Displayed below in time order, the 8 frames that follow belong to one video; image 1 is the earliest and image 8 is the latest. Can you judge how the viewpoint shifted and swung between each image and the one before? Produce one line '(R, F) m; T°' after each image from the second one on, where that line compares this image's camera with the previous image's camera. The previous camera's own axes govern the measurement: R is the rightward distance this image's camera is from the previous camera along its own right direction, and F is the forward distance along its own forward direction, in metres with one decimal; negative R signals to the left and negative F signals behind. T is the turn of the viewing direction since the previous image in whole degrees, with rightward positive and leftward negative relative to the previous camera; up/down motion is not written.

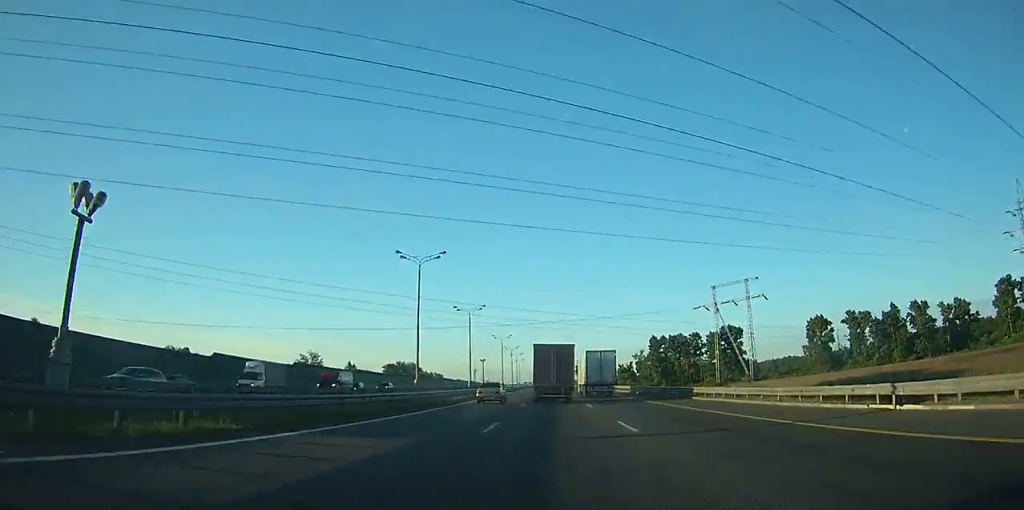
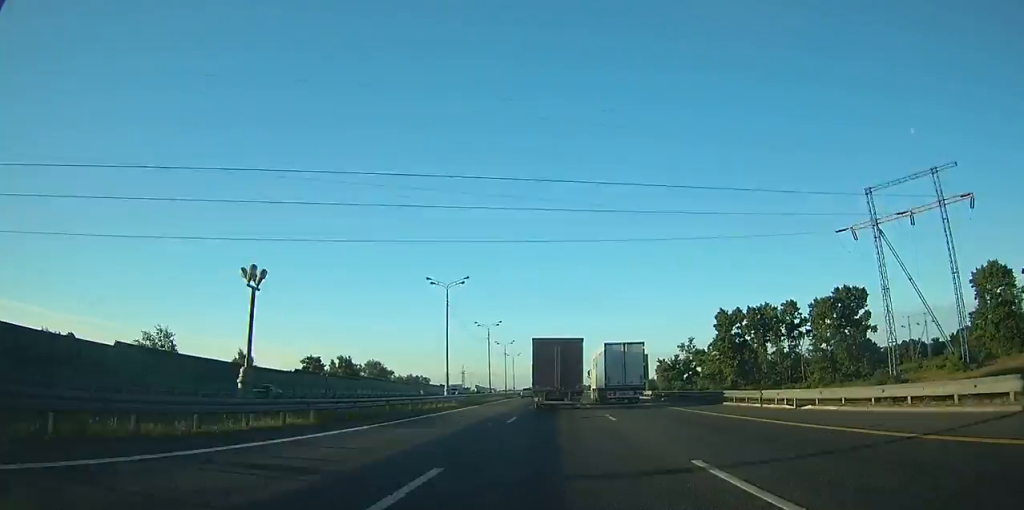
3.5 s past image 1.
(-0.3, +93.4) m; -1°
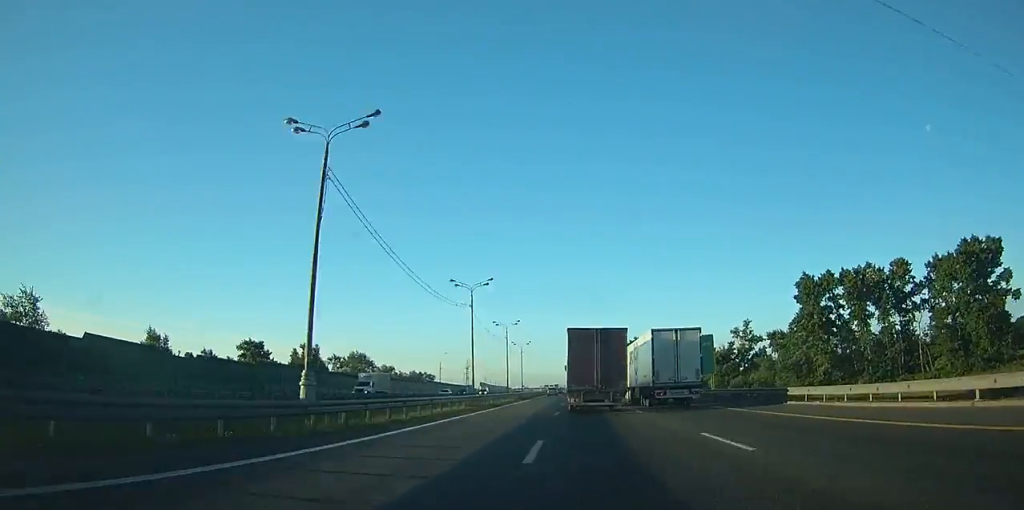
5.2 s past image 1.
(-0.5, +43.5) m; 0°
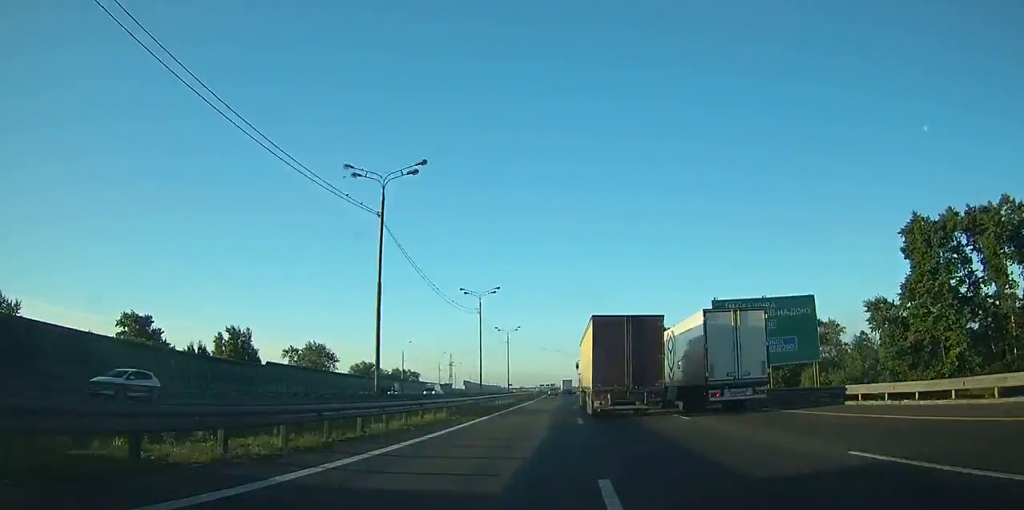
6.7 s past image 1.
(-0.4, +37.9) m; 0°
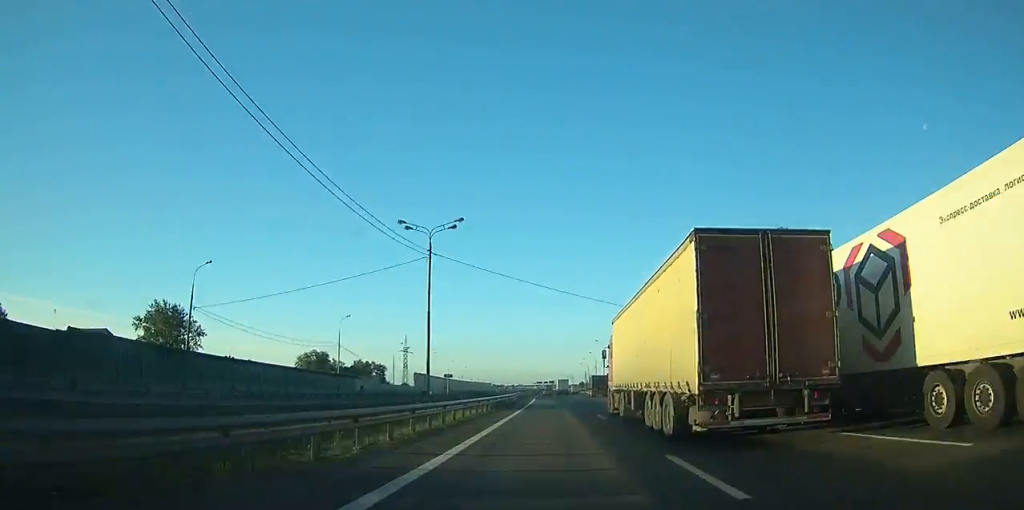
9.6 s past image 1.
(0.0, +75.9) m; 0°
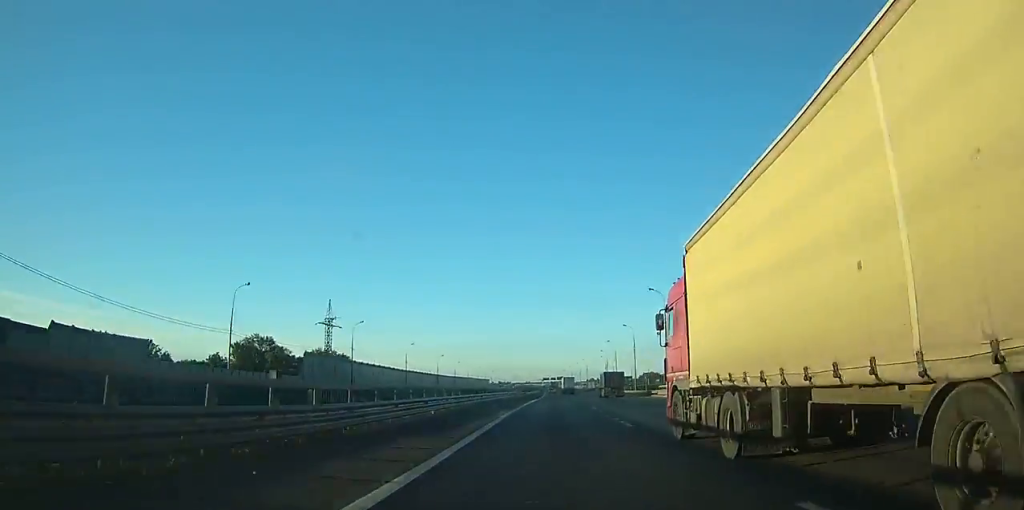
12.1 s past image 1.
(-0.3, +65.6) m; 0°
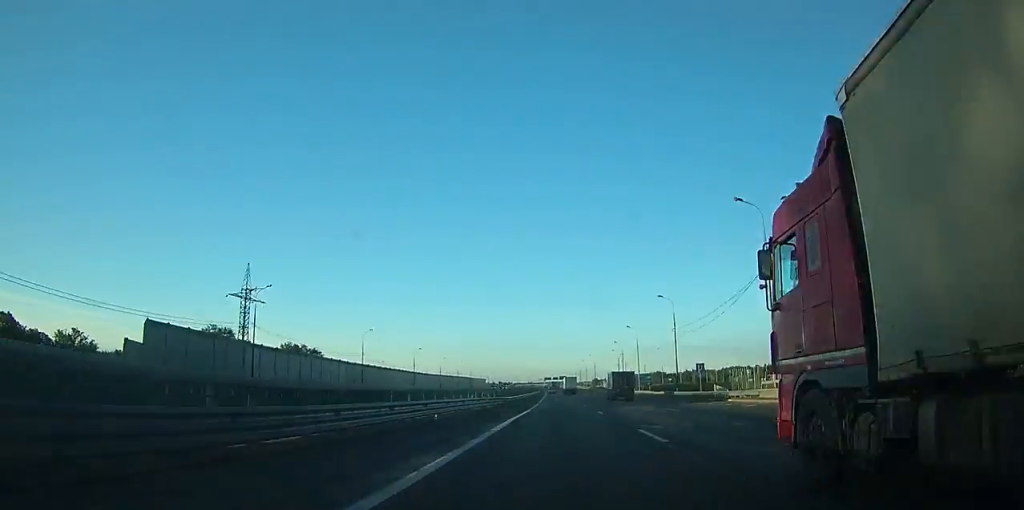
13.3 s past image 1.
(0.0, +32.8) m; 0°
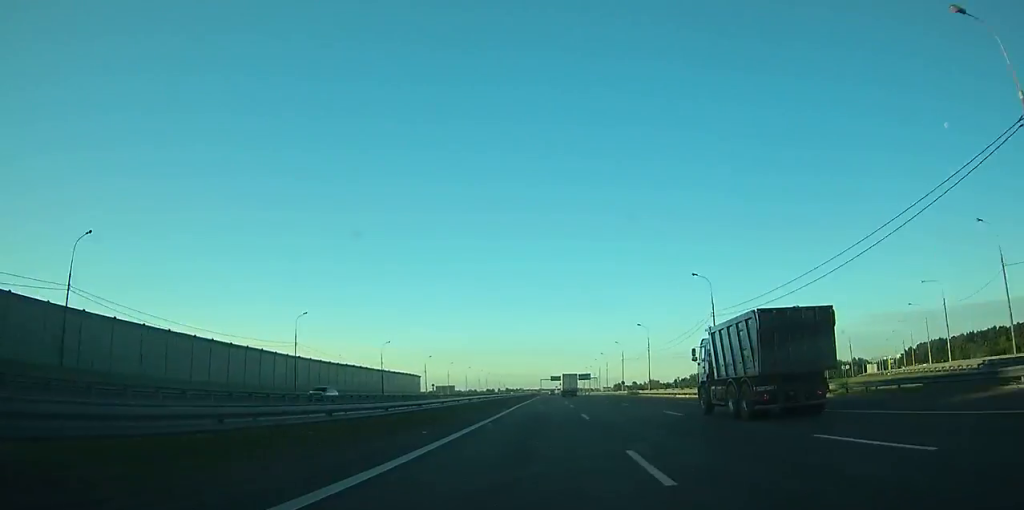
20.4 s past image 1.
(-1.0, +188.3) m; -1°
